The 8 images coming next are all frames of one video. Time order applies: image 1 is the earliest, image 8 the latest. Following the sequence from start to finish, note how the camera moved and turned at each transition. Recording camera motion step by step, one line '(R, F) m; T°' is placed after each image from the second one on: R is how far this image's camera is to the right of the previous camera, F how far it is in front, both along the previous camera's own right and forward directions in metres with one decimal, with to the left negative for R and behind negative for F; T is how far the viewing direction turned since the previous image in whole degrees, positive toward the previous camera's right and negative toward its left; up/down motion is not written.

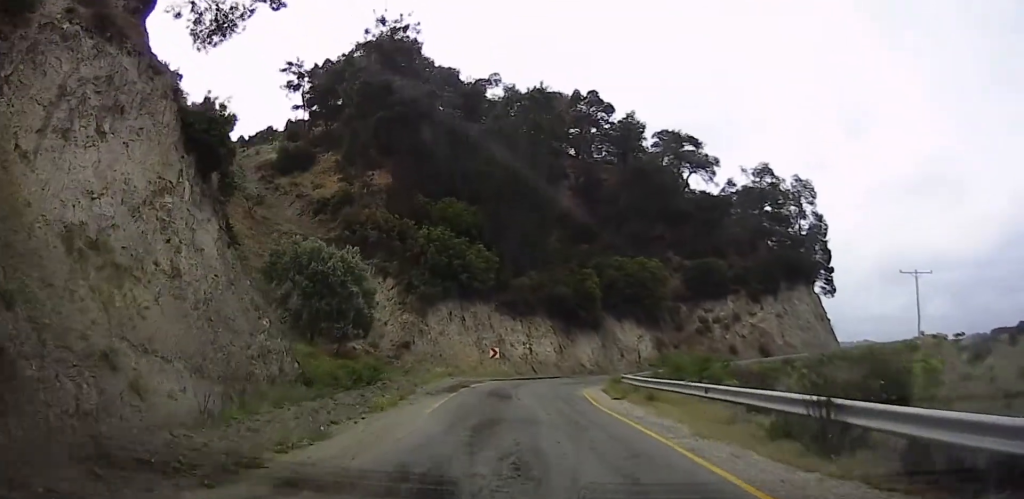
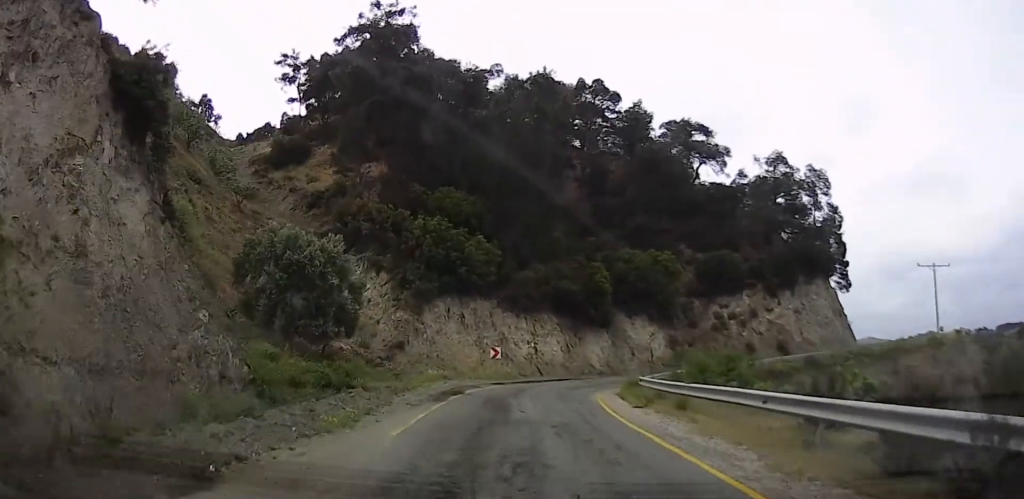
(-0.3, +3.1) m; -3°
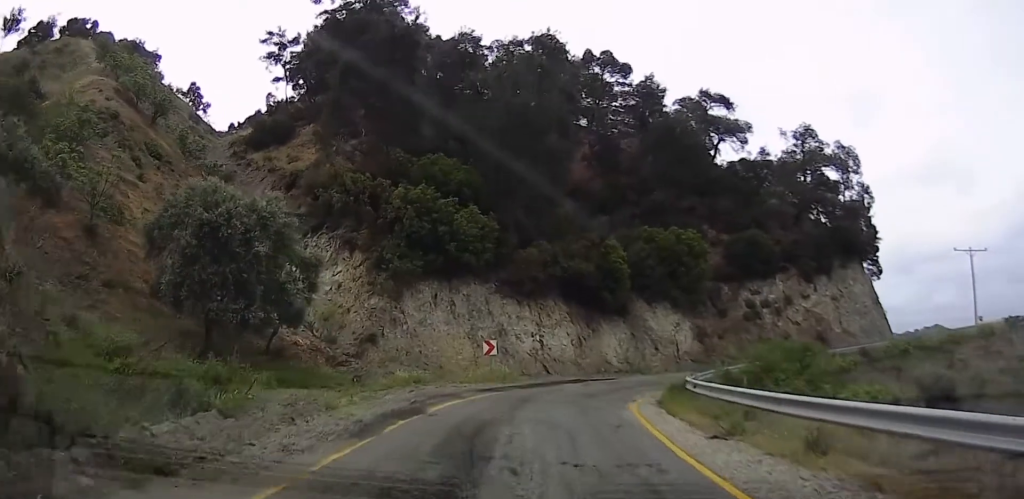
(-0.3, +6.9) m; -1°
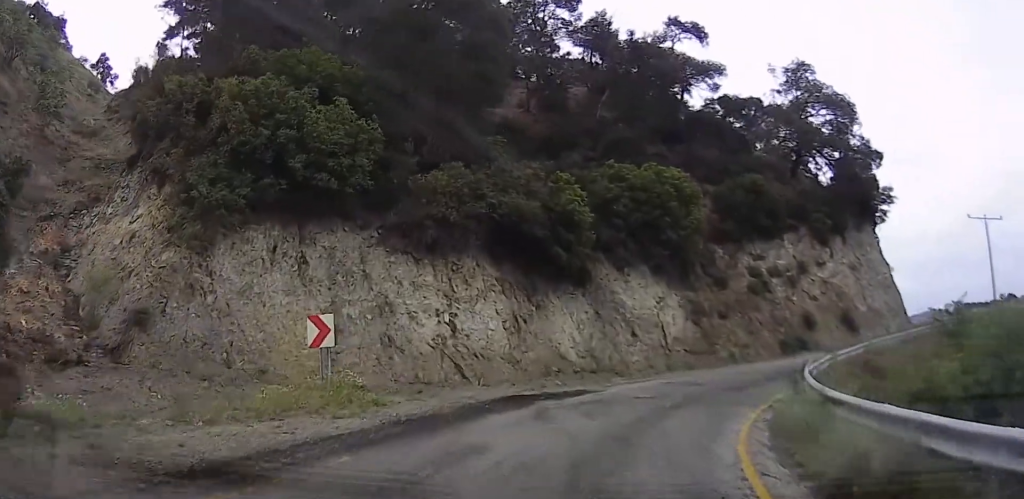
(+1.3, +13.5) m; +18°
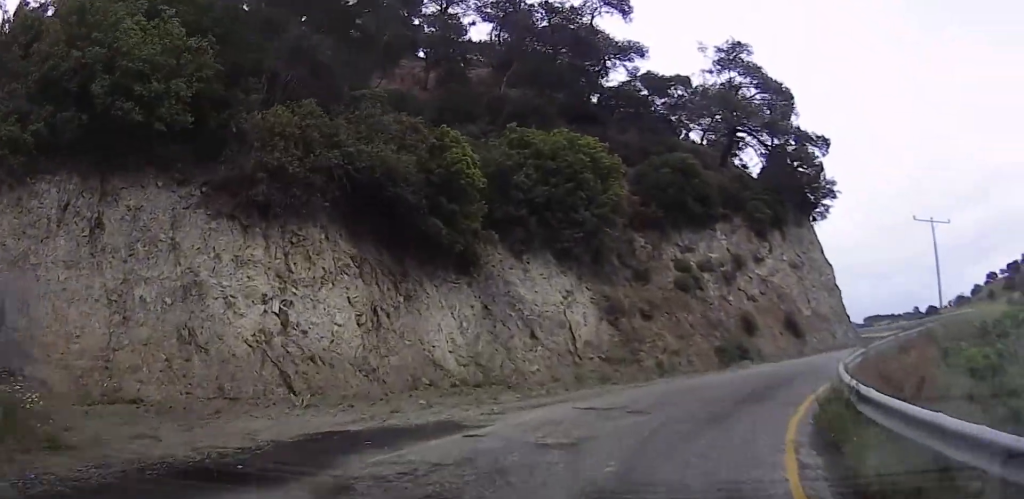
(+0.9, +6.2) m; +9°
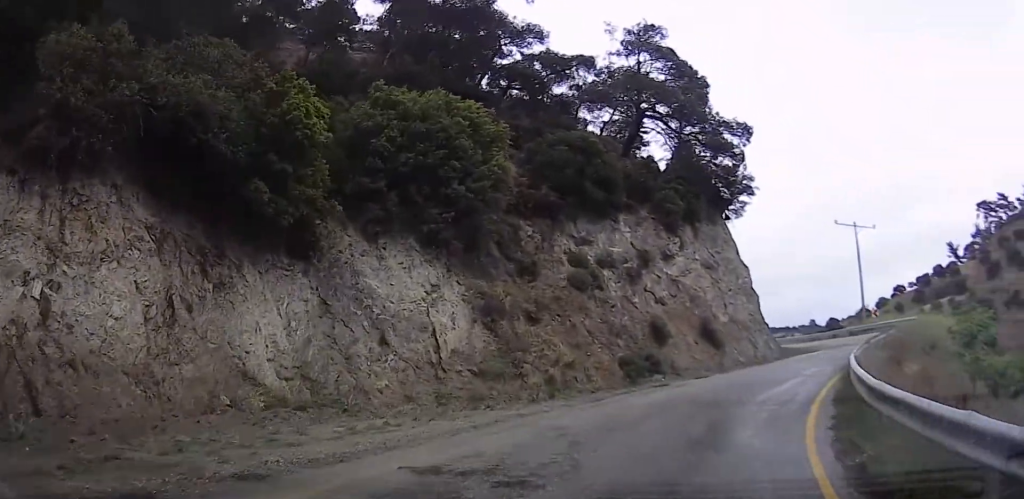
(0.0, +5.1) m; 0°
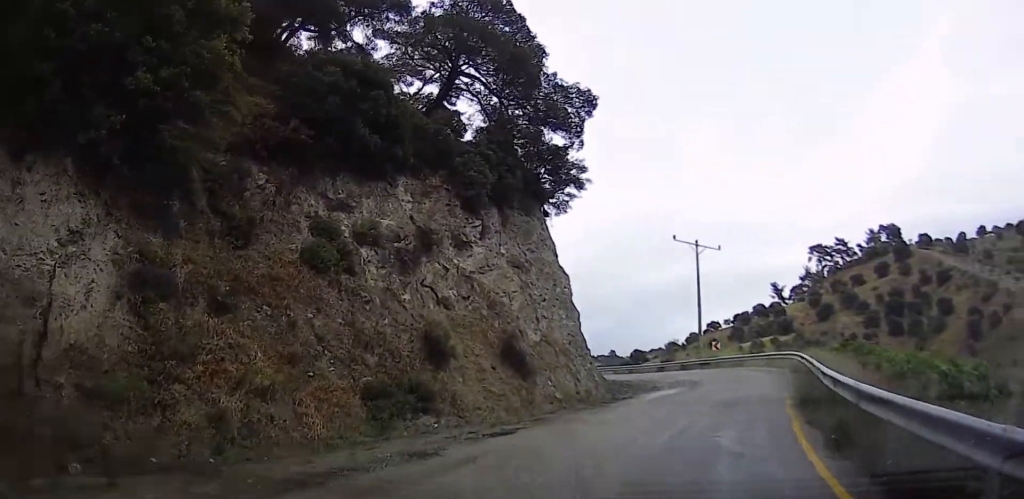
(0.0, +8.9) m; +8°
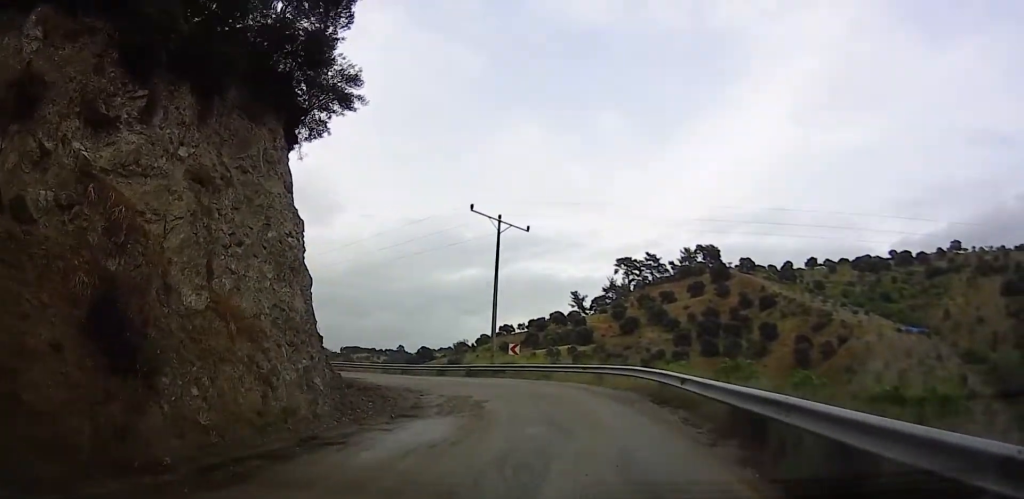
(+2.0, +10.3) m; +27°
